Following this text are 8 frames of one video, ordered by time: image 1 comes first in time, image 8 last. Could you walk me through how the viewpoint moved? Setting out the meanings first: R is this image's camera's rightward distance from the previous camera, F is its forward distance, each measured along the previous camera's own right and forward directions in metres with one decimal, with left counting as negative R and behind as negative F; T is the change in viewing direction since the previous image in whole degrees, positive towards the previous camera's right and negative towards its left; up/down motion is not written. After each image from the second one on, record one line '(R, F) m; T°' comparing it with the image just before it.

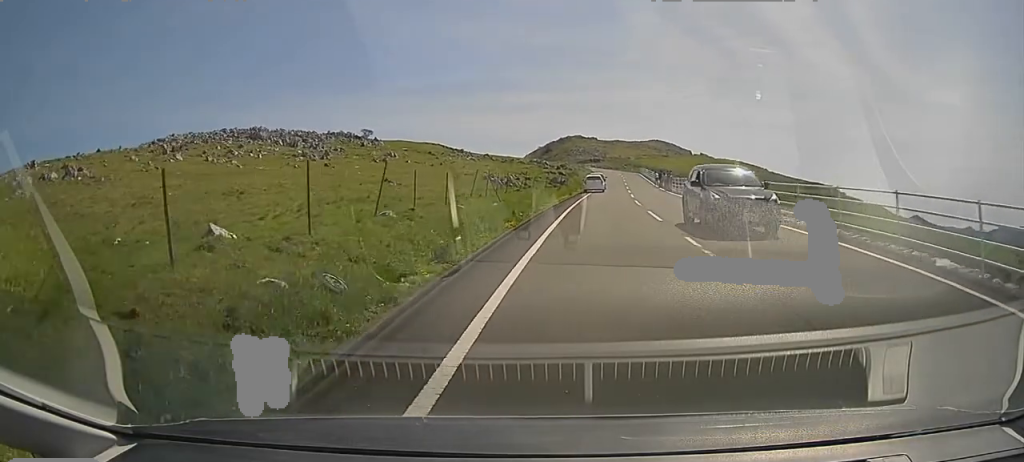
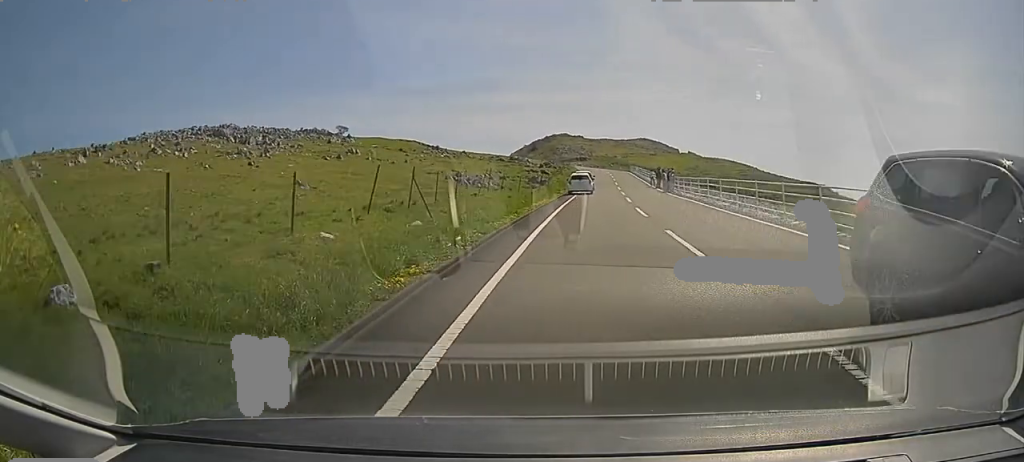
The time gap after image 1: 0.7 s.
(+0.4, +8.5) m; +1°
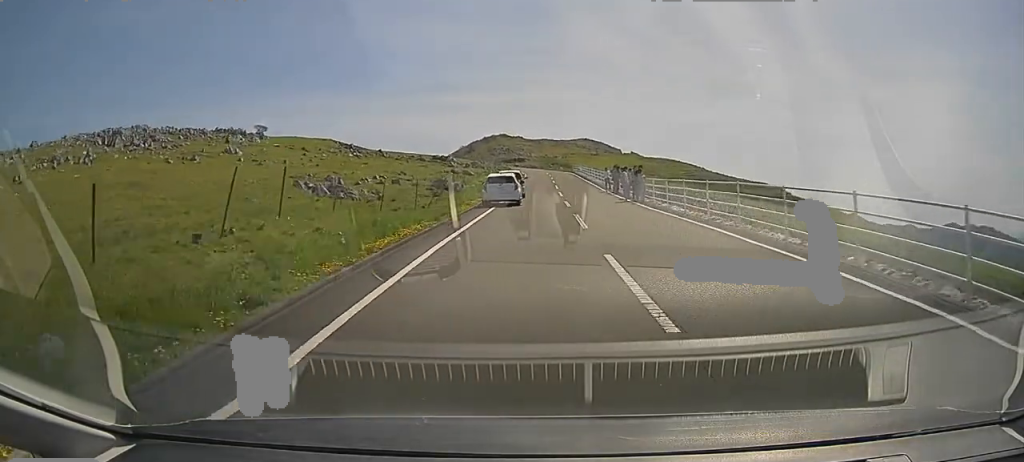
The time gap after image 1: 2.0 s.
(0.0, +14.1) m; +4°
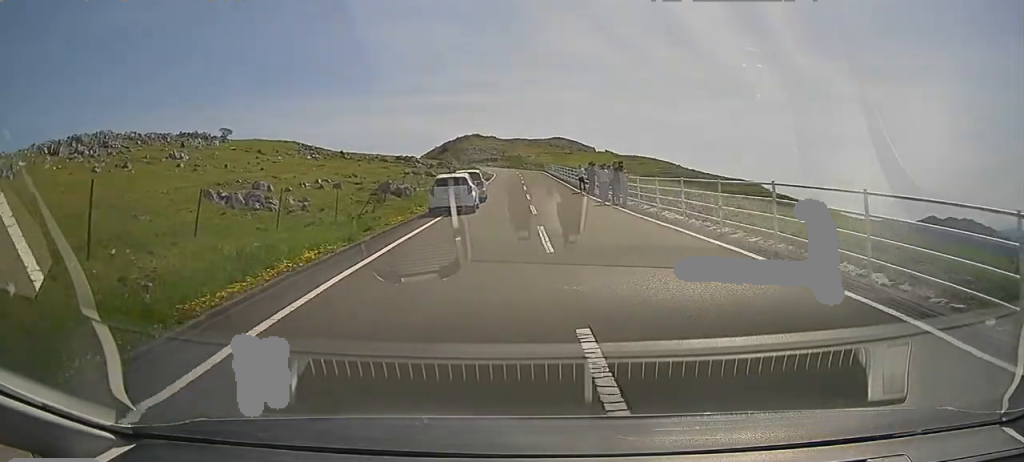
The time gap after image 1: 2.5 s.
(+0.2, +5.0) m; +3°
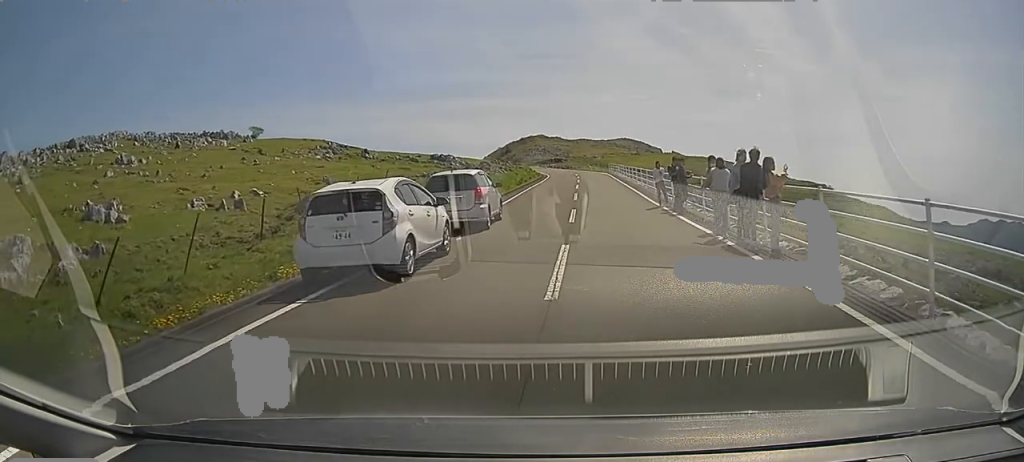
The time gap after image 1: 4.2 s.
(-0.7, +12.6) m; -5°
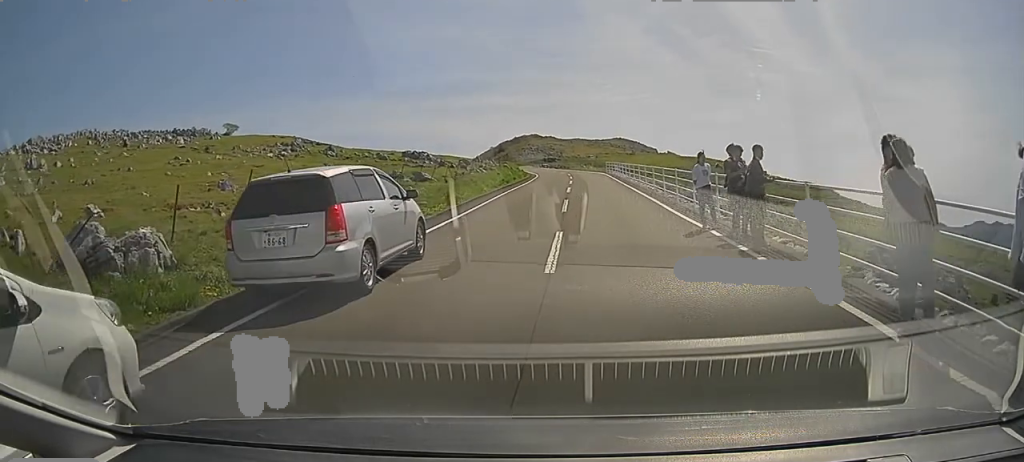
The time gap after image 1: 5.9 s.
(+0.3, +7.7) m; +5°
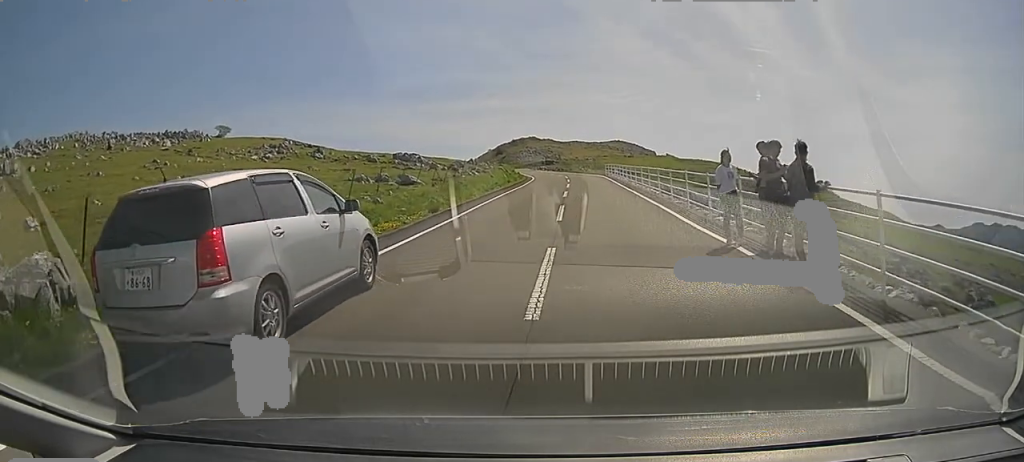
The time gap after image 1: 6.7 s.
(0.0, +2.0) m; 0°
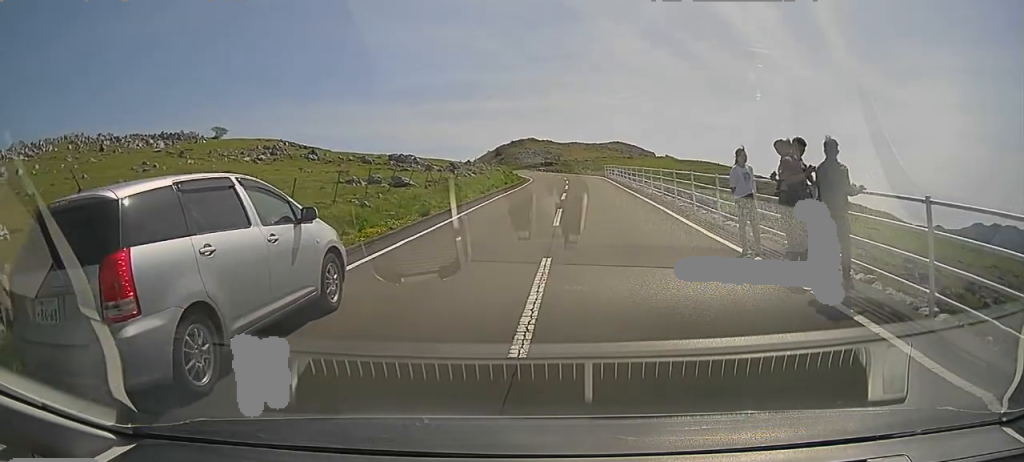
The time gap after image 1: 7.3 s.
(0.0, +0.8) m; 0°
